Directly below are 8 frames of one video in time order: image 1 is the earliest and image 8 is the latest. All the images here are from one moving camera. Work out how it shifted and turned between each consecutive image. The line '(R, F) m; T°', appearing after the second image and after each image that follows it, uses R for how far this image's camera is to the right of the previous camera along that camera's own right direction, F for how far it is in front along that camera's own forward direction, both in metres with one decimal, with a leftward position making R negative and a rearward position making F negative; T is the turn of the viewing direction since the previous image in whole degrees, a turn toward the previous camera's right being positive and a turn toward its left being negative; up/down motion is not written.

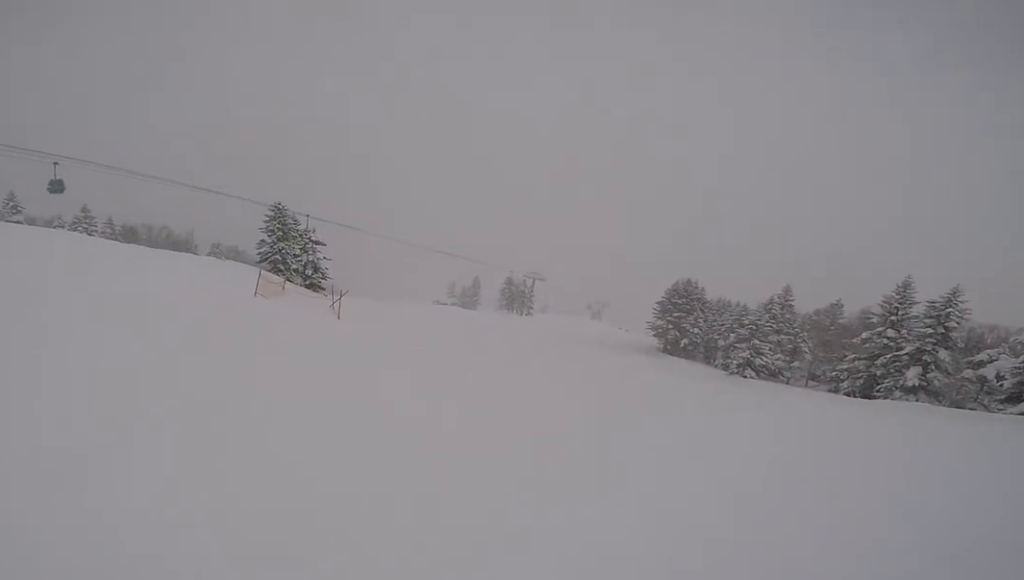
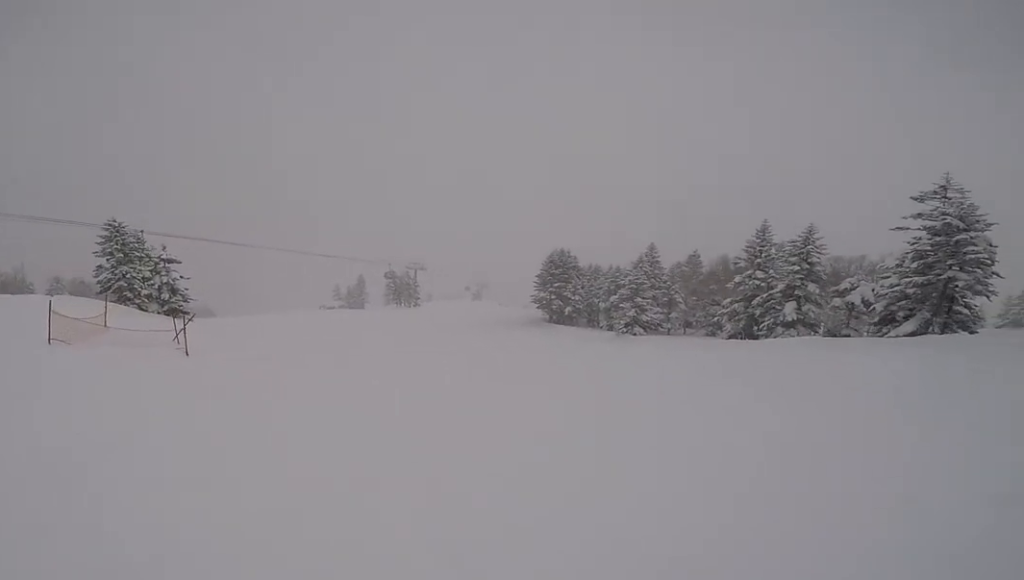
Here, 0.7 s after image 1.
(+0.3, +3.5) m; +6°
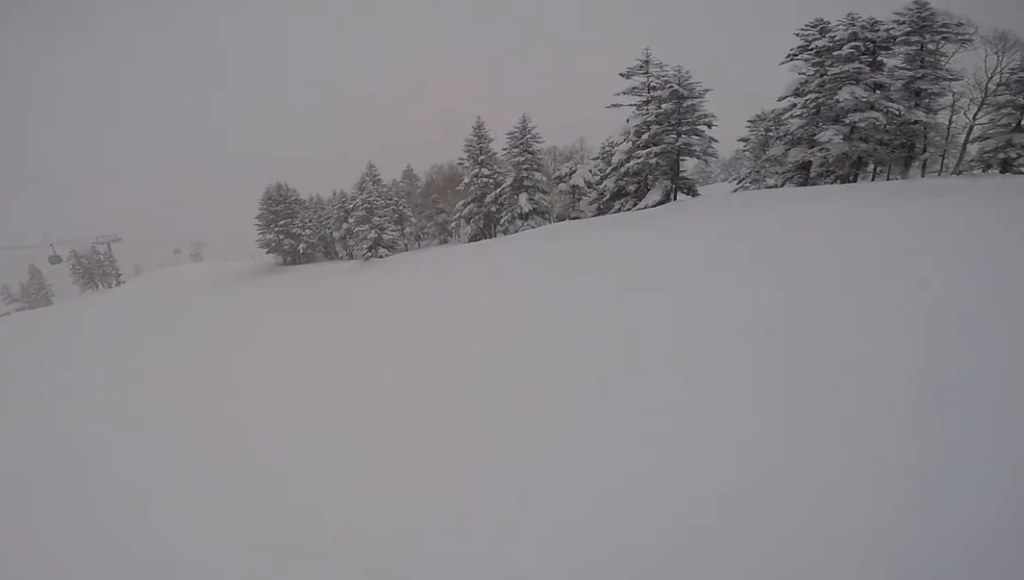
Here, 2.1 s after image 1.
(+1.1, +7.9) m; -5°
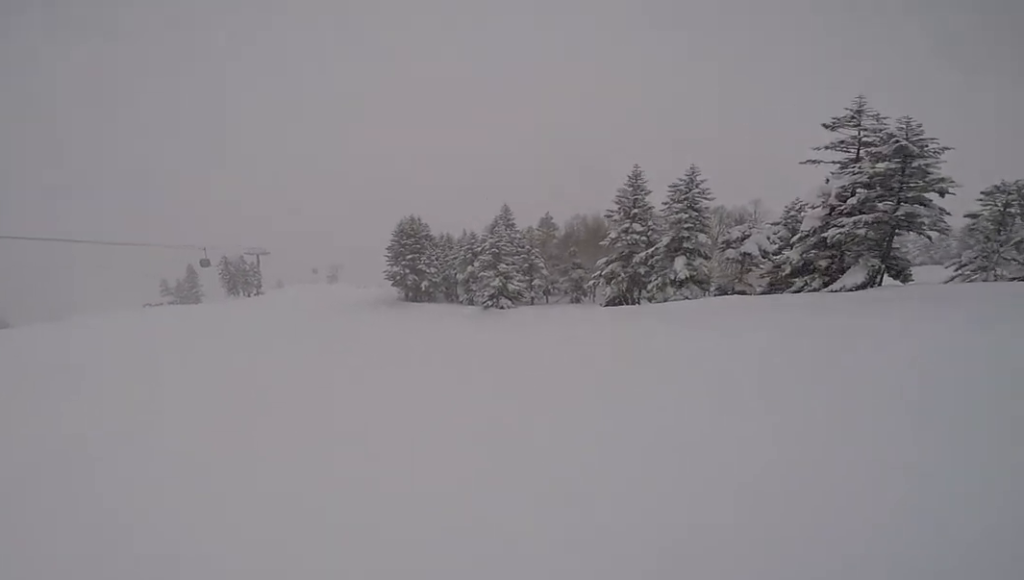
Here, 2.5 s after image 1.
(-0.4, +2.3) m; -7°
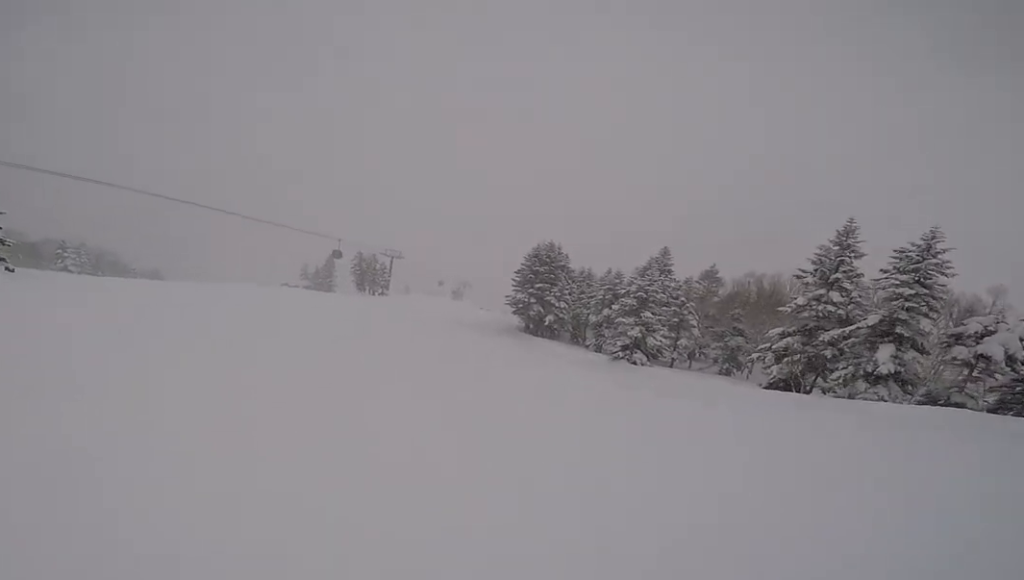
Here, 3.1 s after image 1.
(-0.4, +3.1) m; -10°
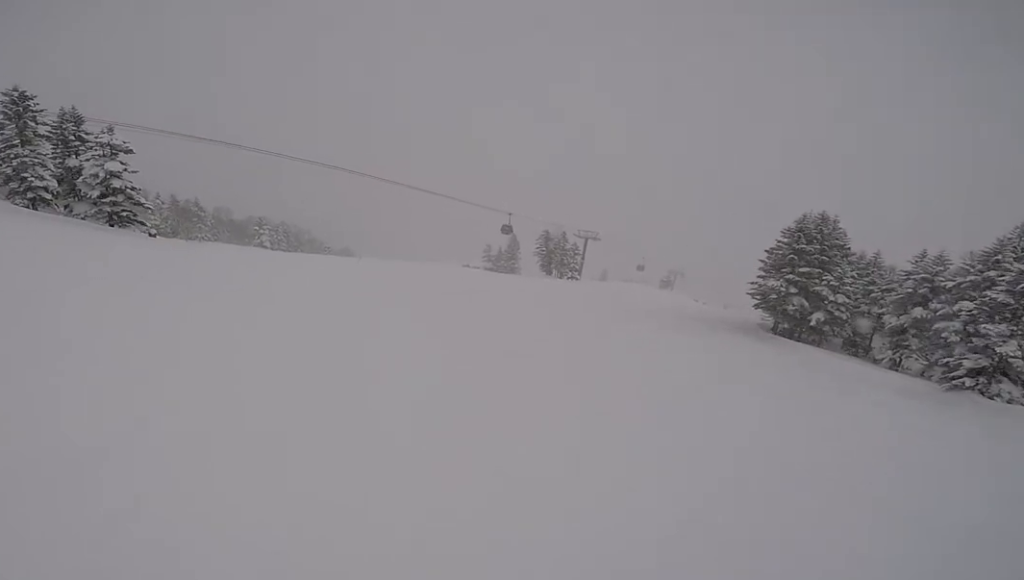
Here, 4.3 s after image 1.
(-1.0, +7.4) m; -15°
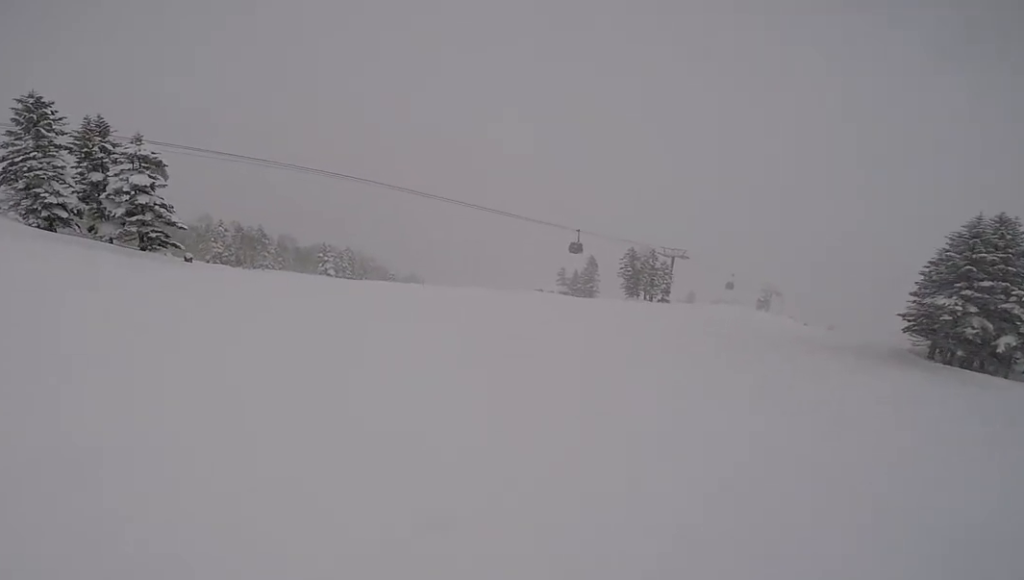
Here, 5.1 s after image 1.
(-0.8, +5.0) m; +1°
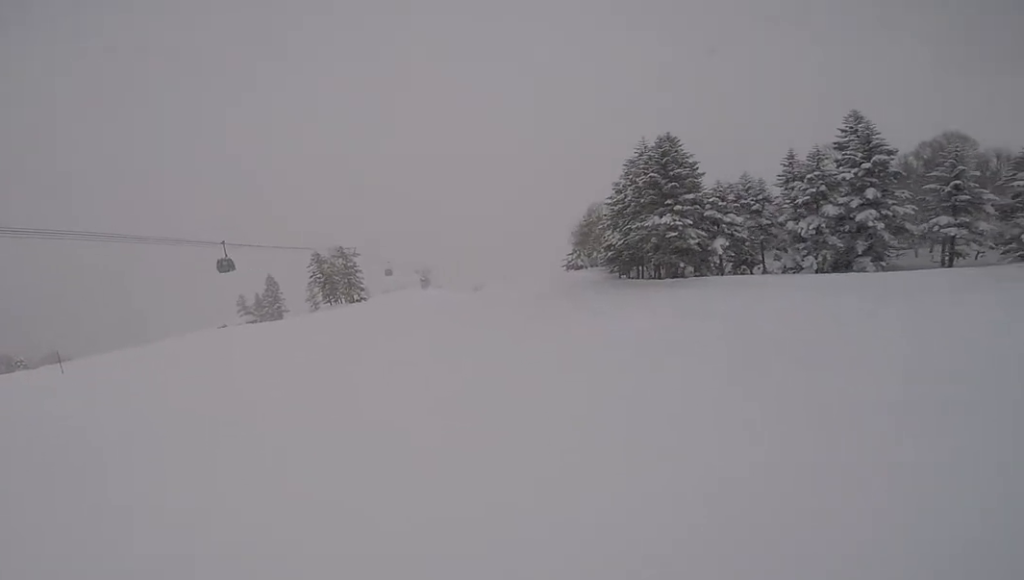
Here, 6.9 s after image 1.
(+2.6, +12.3) m; +23°
